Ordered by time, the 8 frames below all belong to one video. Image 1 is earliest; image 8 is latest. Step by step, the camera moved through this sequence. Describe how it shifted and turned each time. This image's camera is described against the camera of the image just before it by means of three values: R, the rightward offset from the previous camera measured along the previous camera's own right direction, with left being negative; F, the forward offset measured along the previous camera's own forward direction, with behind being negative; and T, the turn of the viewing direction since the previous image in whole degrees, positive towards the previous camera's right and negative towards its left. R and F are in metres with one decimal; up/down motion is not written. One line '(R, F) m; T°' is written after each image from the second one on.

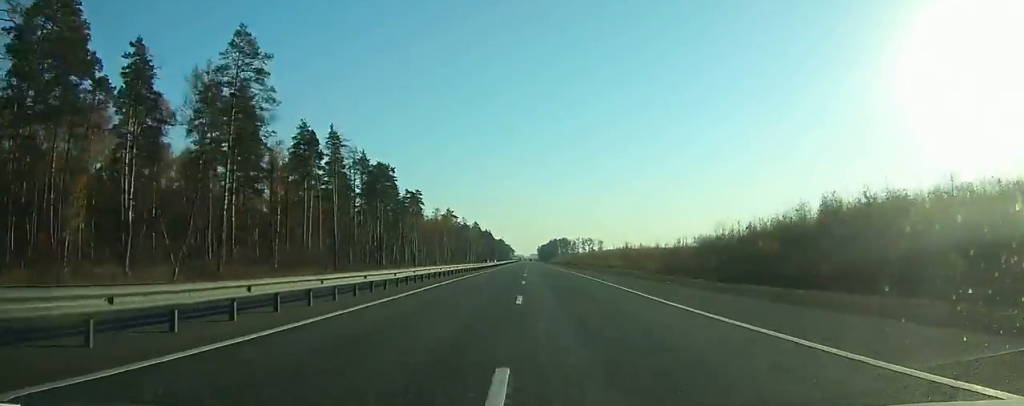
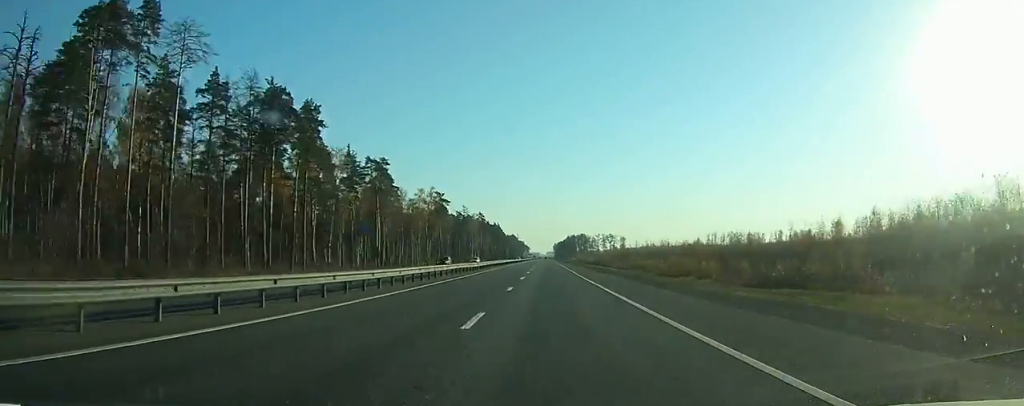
(-0.1, +53.2) m; 0°
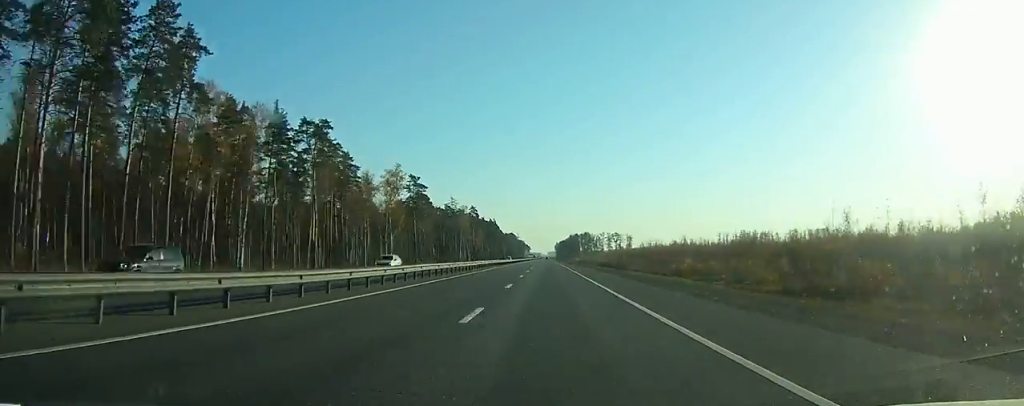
(-0.1, +35.5) m; 0°
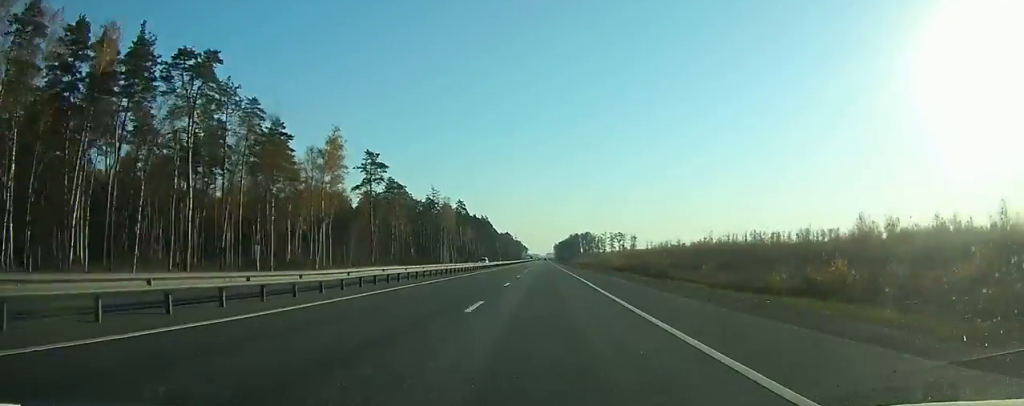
(0.0, +33.7) m; 0°
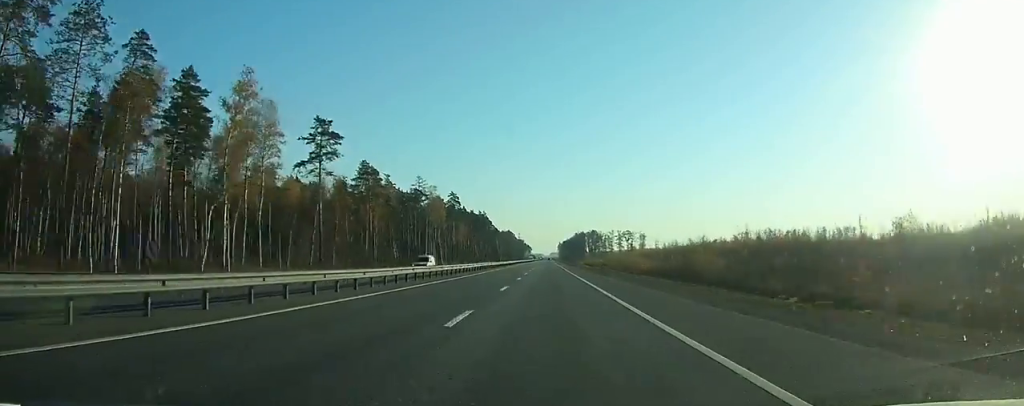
(-0.1, +26.6) m; 0°
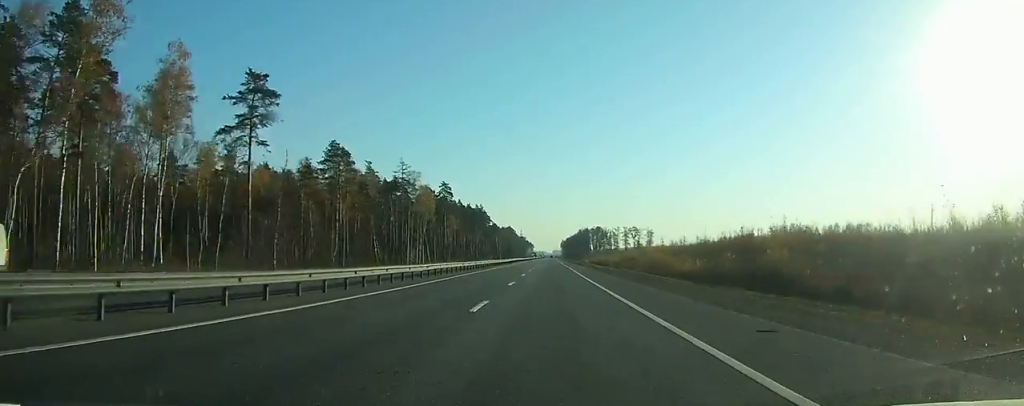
(0.0, +21.2) m; 0°
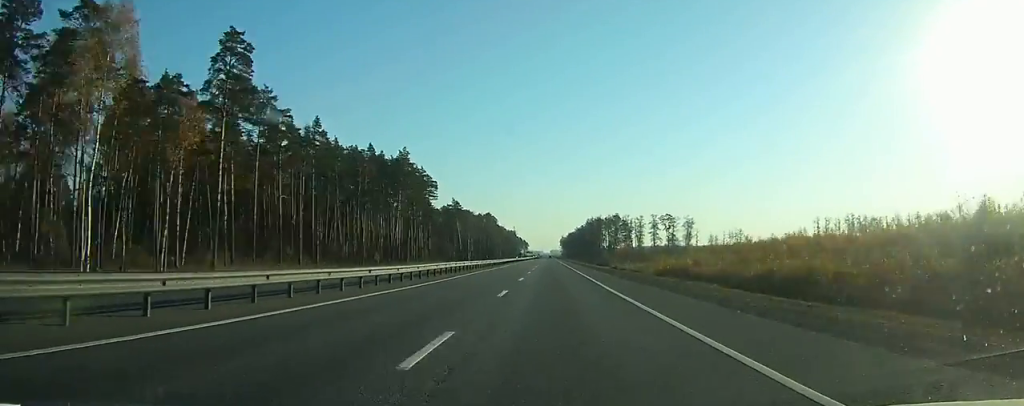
(-0.6, +126.9) m; 0°
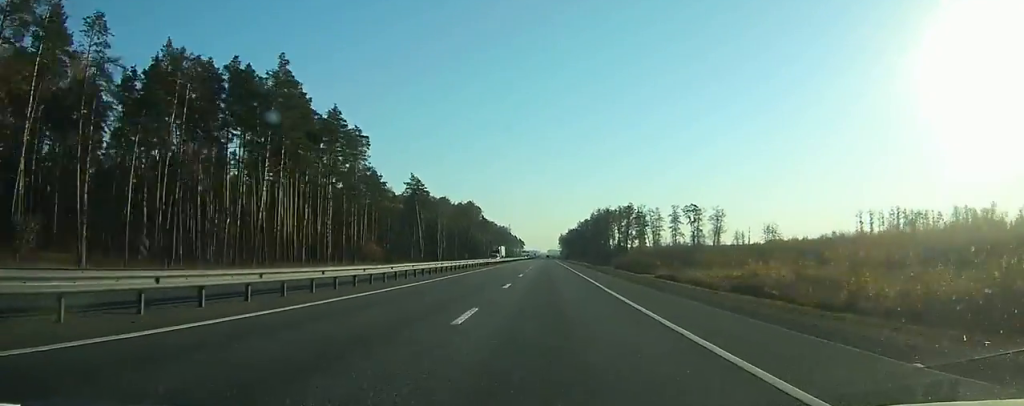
(+0.4, +55.8) m; 0°
